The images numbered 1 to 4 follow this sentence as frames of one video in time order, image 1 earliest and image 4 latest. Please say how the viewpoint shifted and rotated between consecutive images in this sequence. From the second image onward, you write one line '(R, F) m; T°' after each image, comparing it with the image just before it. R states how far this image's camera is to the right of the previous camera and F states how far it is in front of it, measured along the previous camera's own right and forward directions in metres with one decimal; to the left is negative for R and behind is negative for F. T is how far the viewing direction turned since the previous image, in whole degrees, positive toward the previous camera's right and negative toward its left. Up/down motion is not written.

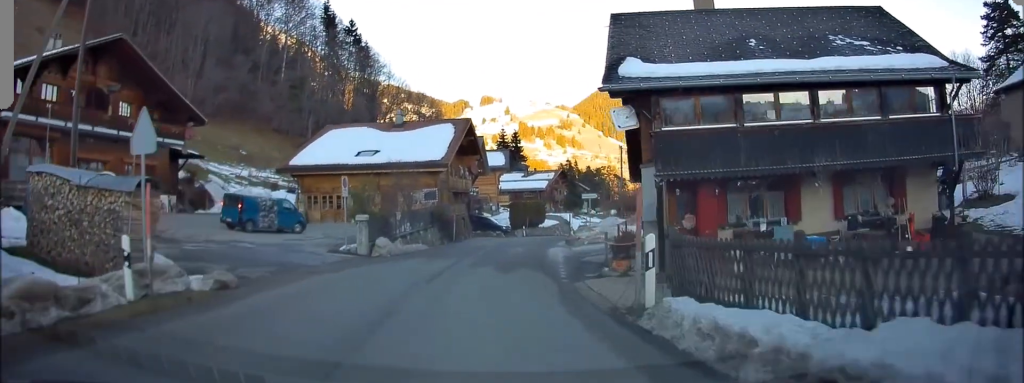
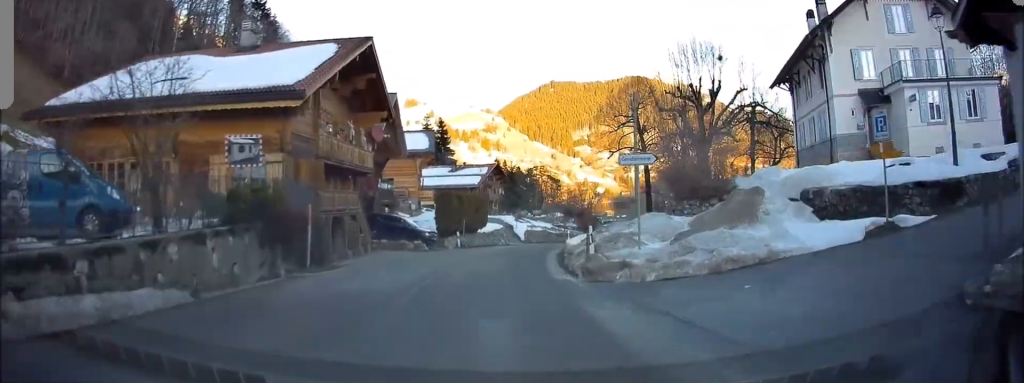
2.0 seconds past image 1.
(+0.8, +19.4) m; +5°
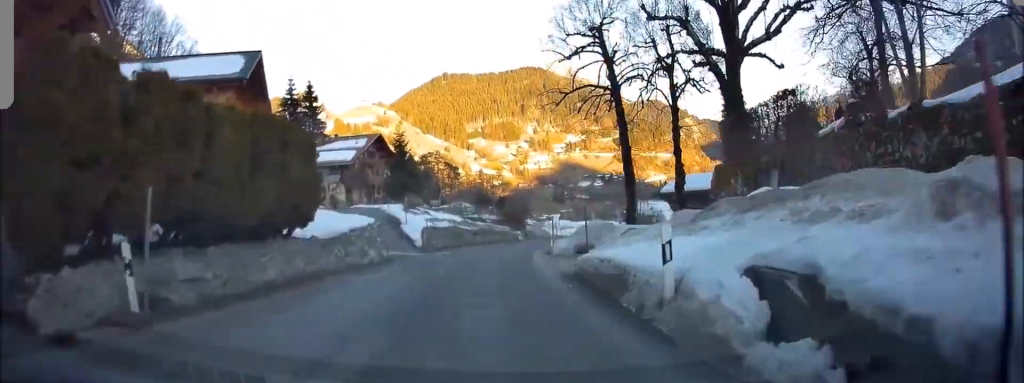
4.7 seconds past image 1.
(+2.1, +29.1) m; +11°
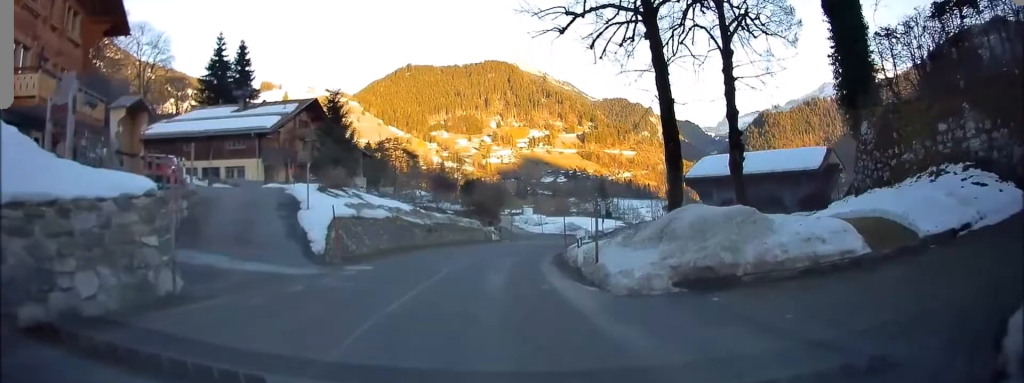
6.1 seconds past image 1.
(+0.7, +15.9) m; +3°
